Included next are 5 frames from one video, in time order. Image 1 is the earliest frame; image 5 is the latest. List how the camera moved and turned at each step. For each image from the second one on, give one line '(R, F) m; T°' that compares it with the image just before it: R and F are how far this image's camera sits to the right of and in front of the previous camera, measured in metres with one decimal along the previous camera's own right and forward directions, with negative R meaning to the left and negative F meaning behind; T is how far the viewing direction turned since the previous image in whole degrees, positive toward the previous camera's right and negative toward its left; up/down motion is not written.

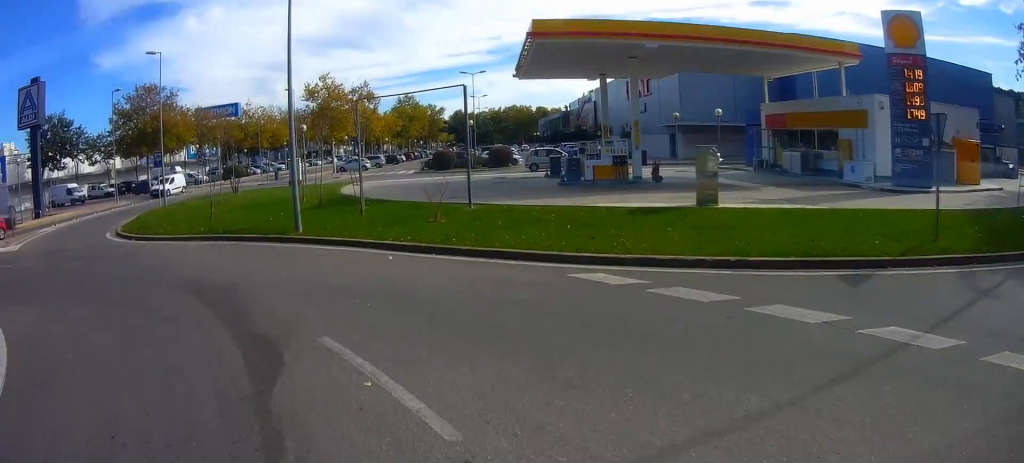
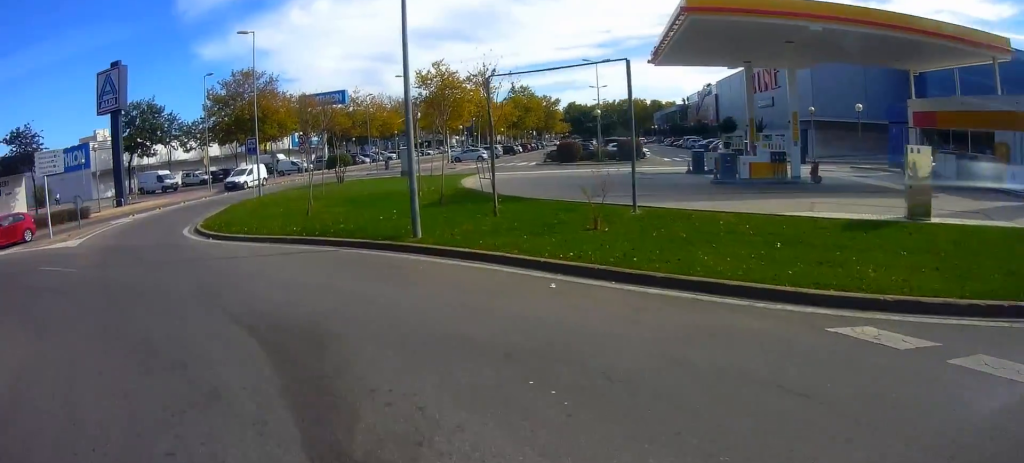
(-0.7, +2.9) m; -16°
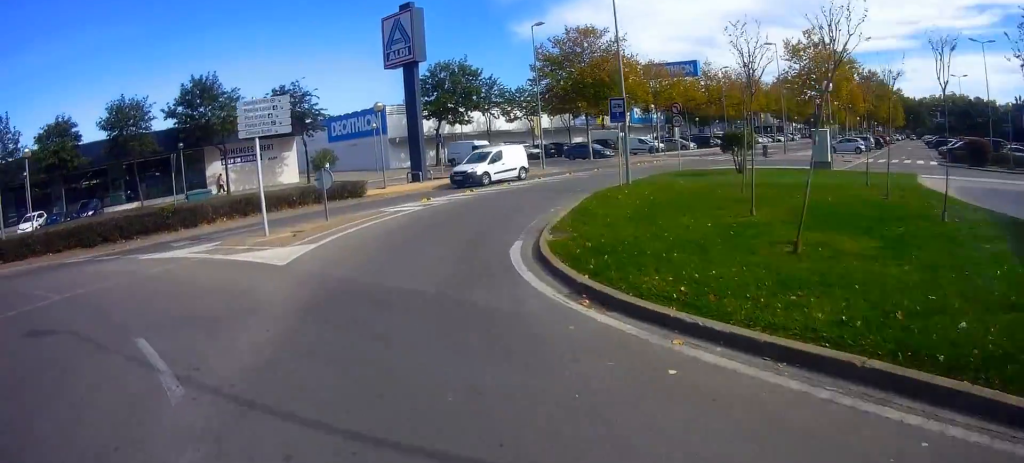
(-2.0, +9.6) m; -23°
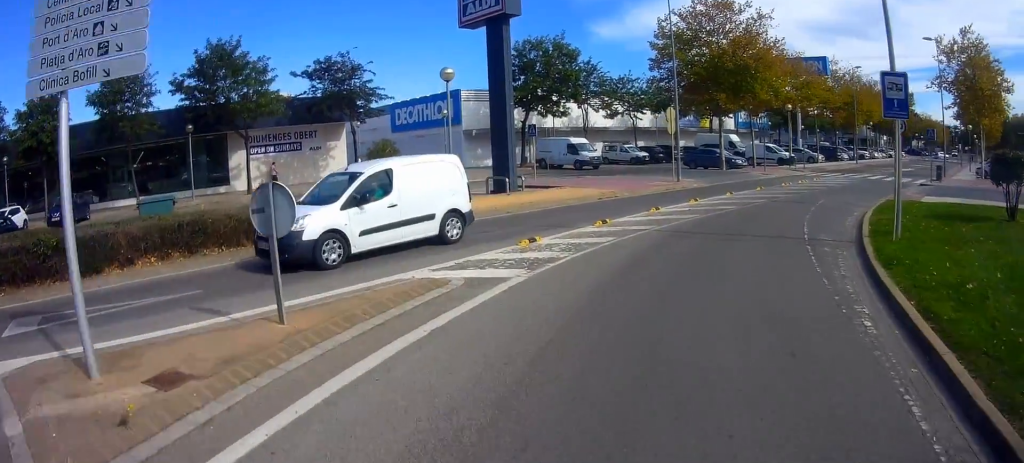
(-2.4, +9.7) m; -10°
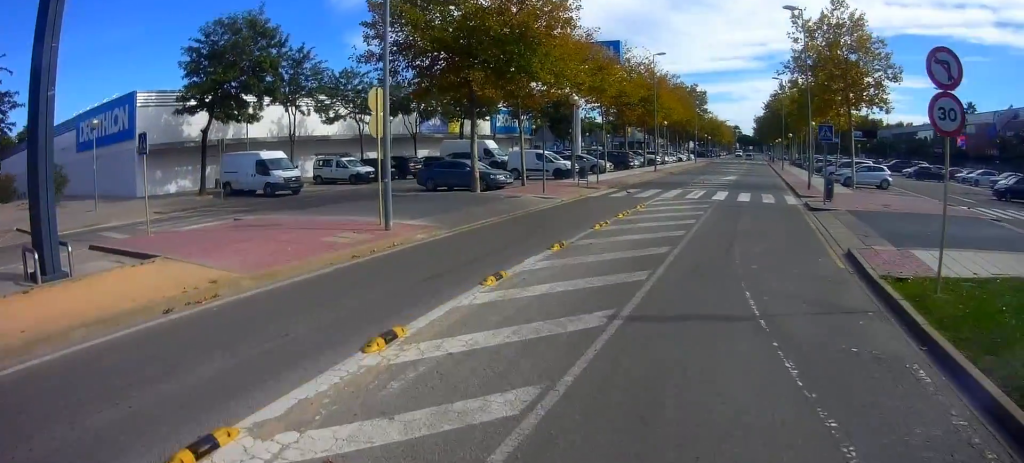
(+2.7, +11.7) m; +26°
